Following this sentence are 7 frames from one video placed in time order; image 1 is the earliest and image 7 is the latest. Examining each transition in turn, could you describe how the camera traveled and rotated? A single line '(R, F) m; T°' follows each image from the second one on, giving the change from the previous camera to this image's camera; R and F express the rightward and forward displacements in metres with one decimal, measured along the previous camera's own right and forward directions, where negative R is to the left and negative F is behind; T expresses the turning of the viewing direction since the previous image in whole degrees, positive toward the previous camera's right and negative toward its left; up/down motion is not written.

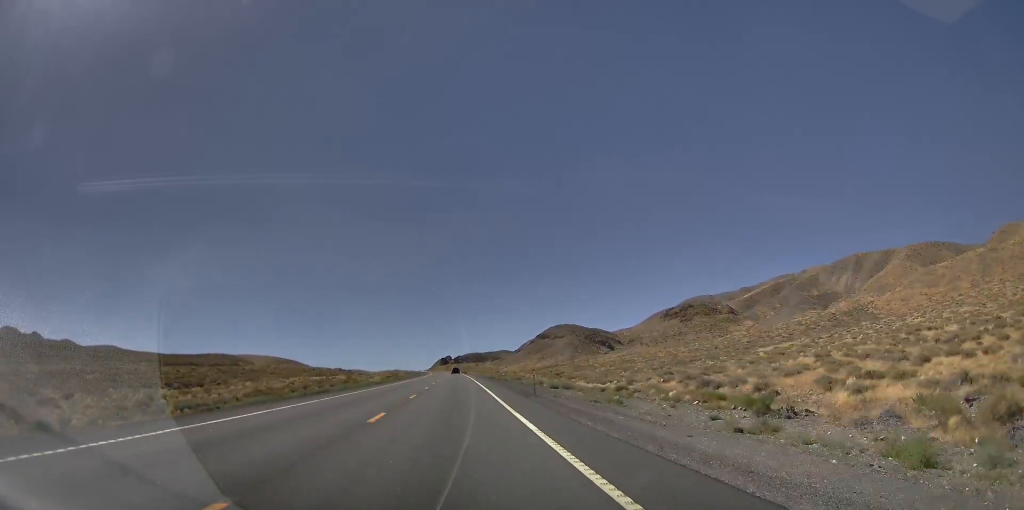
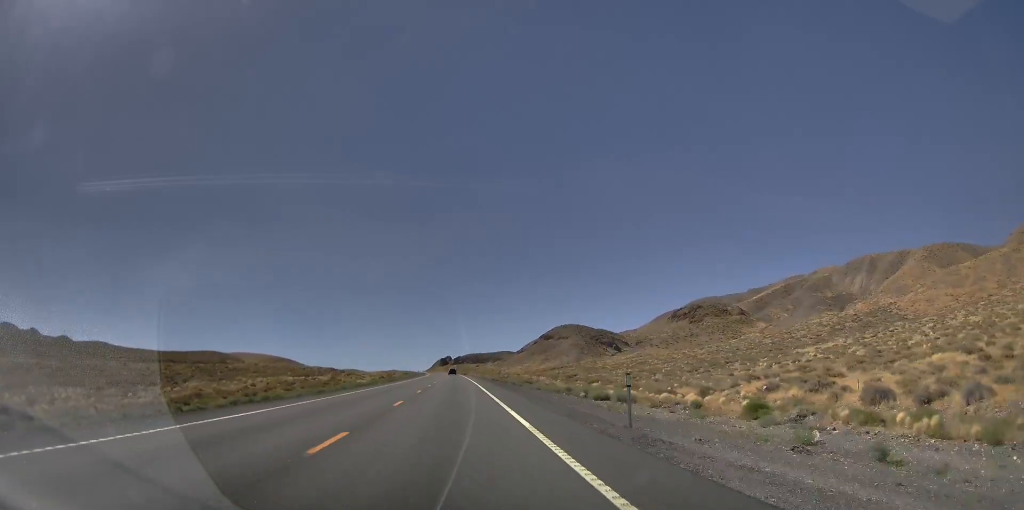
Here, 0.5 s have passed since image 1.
(-0.3, +18.0) m; 0°
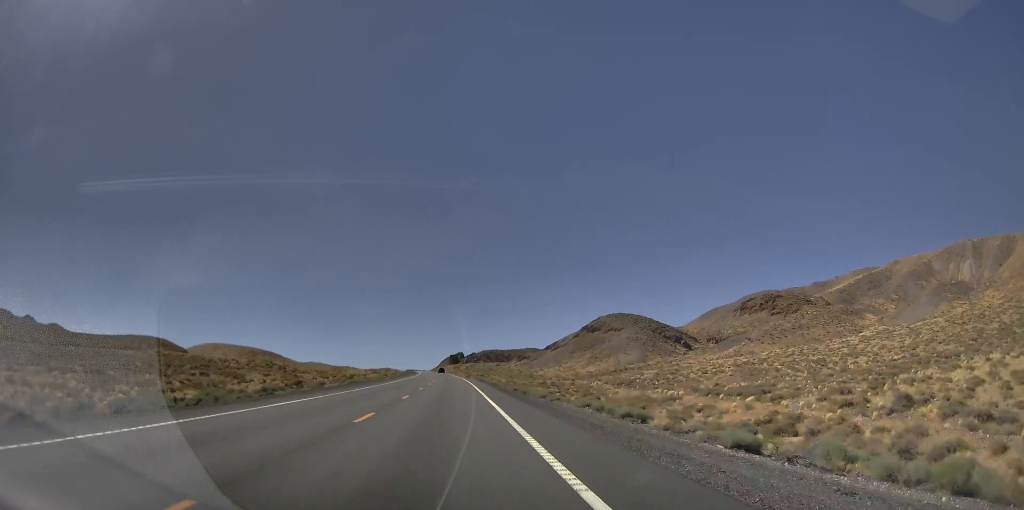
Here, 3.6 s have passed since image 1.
(+3.4, +104.6) m; +2°
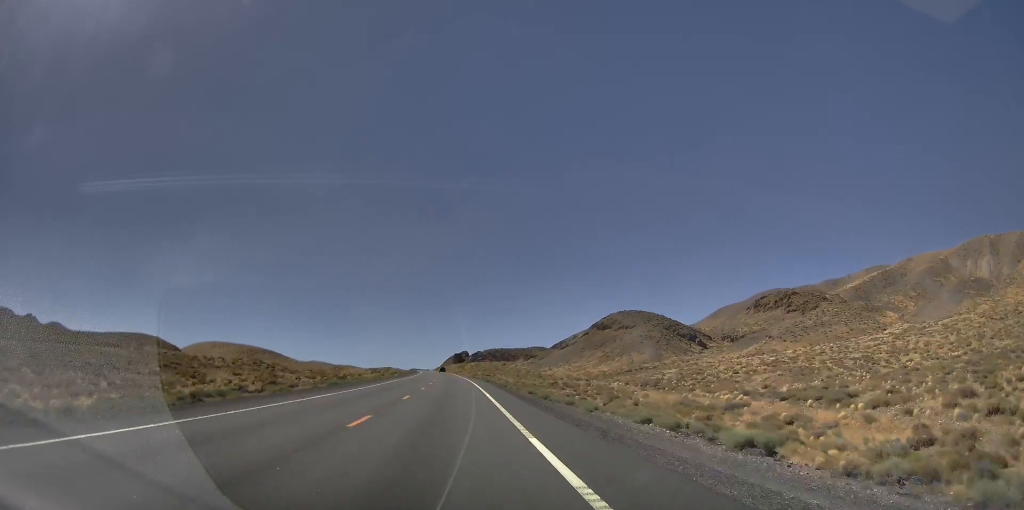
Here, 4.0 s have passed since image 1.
(-0.3, +13.5) m; +1°
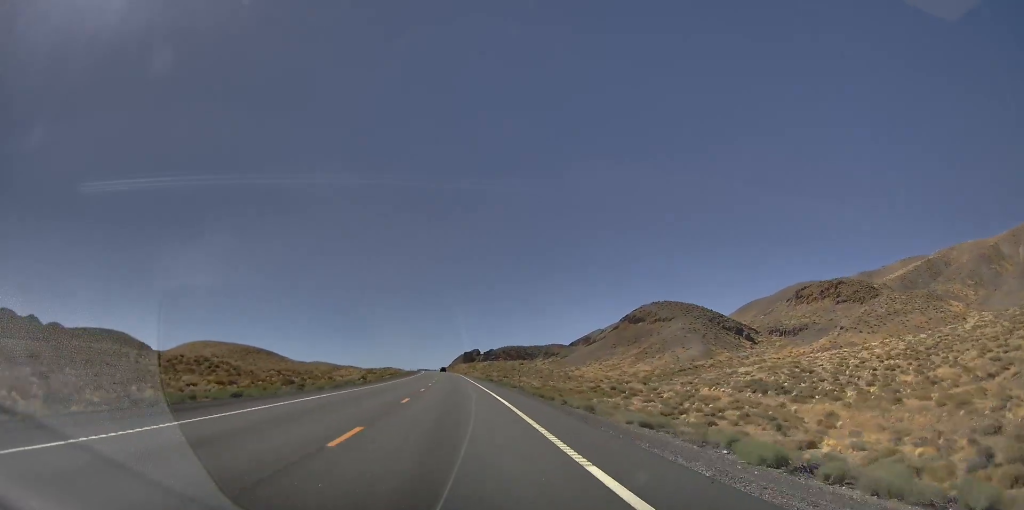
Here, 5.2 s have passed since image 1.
(+0.9, +40.4) m; +1°
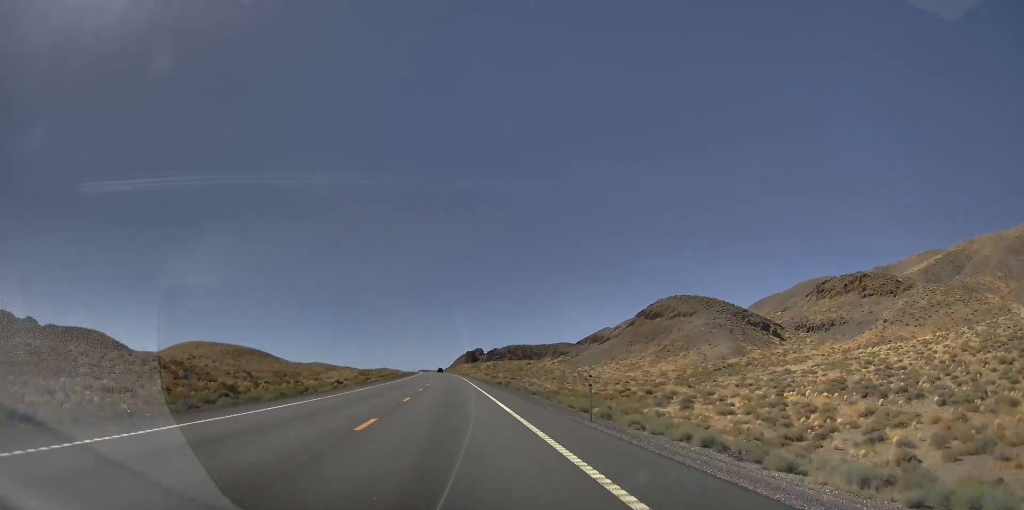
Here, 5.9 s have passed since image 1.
(-0.1, +21.4) m; 0°
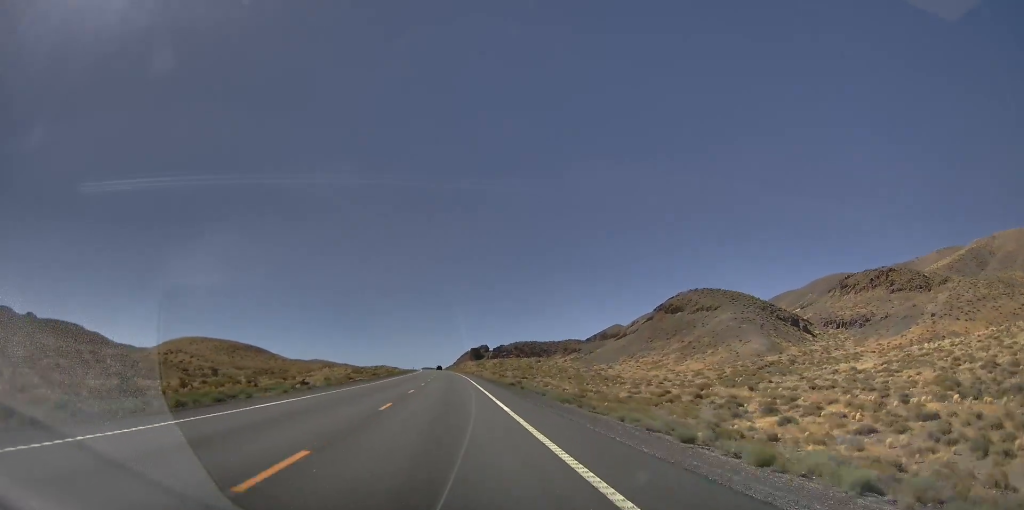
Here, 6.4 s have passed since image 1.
(-0.6, +19.2) m; 0°
